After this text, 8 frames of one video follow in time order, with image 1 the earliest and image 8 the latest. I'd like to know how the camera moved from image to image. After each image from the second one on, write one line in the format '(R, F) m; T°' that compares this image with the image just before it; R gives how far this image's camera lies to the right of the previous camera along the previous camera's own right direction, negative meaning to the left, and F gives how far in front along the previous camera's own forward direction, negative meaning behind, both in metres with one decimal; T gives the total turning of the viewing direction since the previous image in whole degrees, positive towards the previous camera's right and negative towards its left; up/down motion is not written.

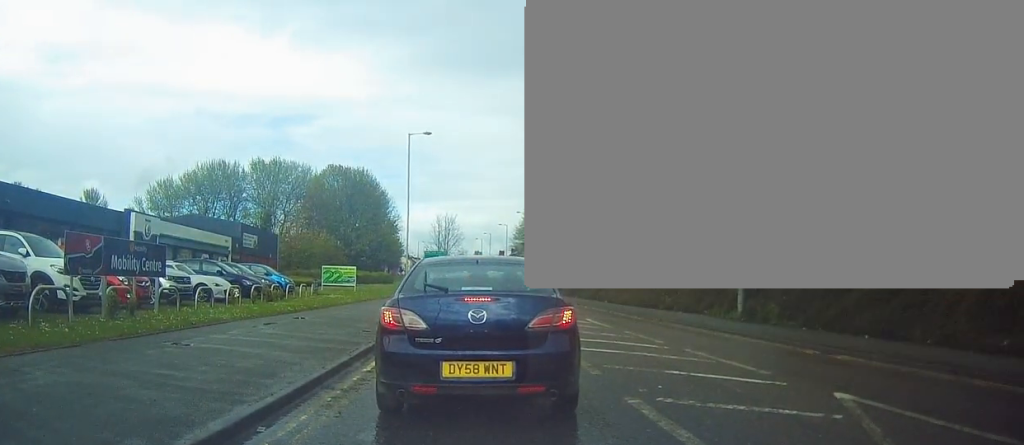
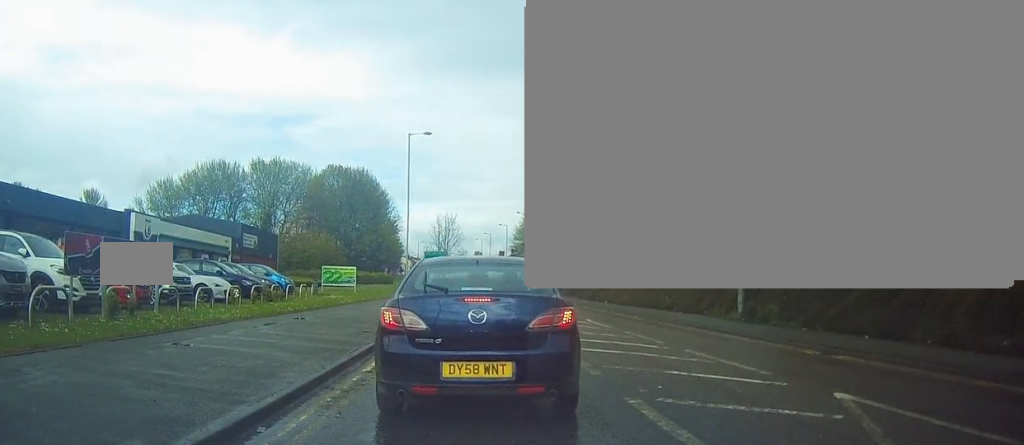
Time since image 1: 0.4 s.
(0.0, 0.0) m; 0°
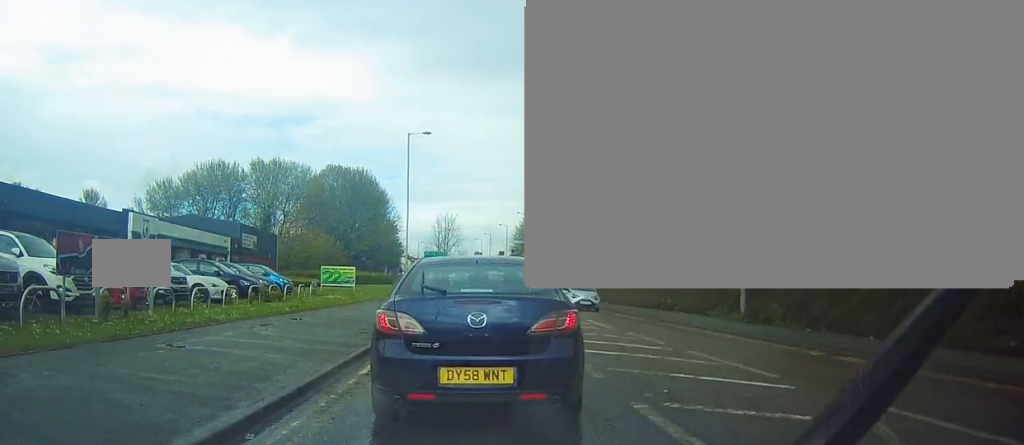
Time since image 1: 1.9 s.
(0.0, 0.0) m; 0°
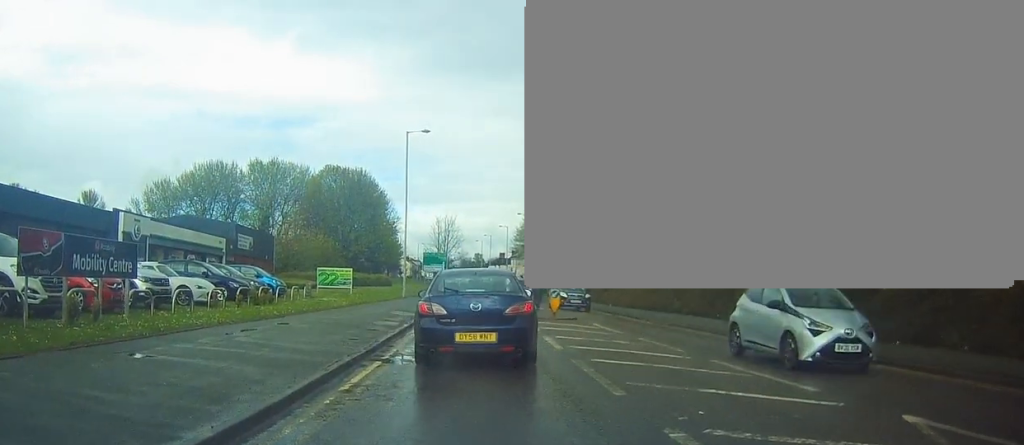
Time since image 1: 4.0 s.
(+0.4, +0.5) m; 0°
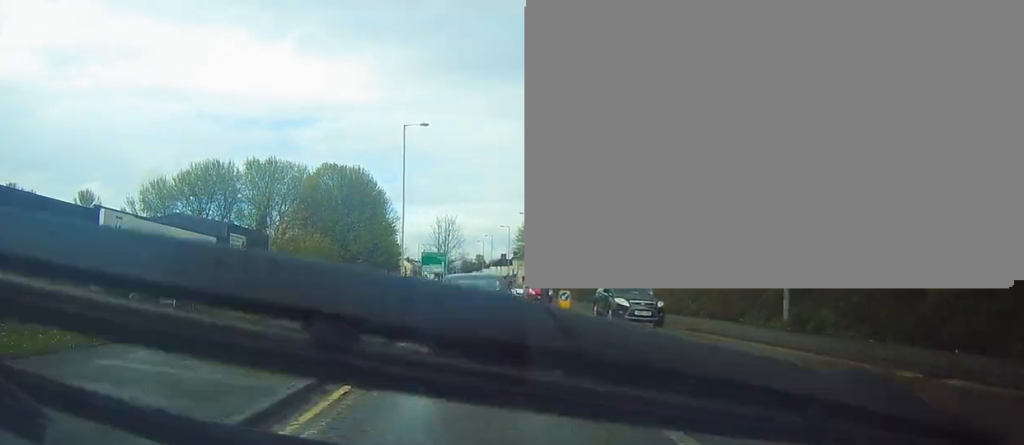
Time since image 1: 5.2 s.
(+0.2, +1.9) m; -3°
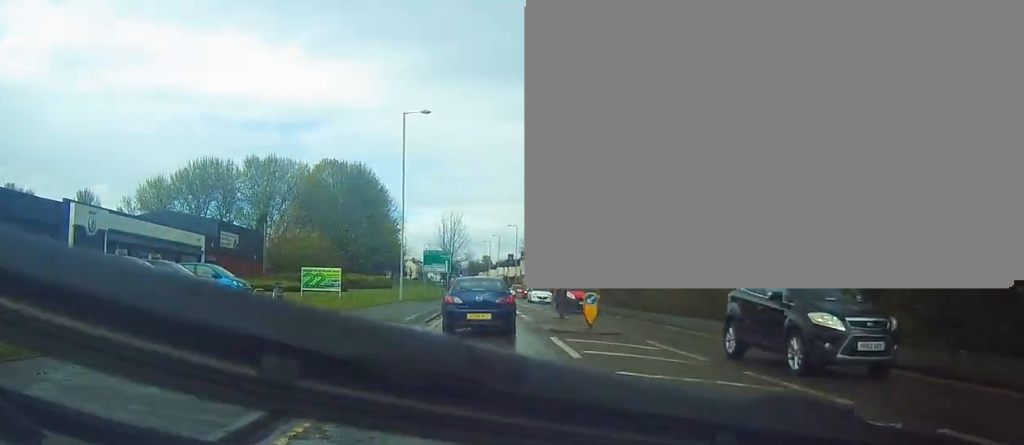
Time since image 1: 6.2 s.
(-0.4, +3.5) m; -4°
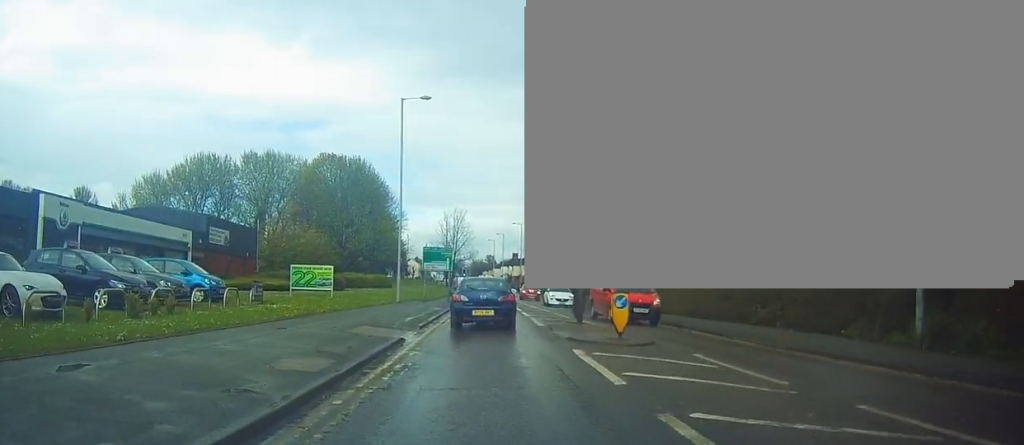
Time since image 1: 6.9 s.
(0.0, +3.0) m; +3°
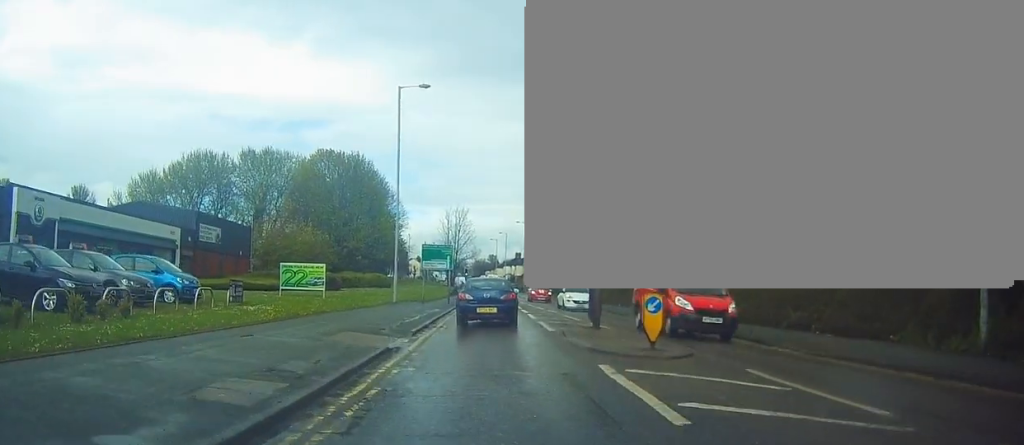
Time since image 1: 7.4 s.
(+0.2, +2.4) m; +1°
